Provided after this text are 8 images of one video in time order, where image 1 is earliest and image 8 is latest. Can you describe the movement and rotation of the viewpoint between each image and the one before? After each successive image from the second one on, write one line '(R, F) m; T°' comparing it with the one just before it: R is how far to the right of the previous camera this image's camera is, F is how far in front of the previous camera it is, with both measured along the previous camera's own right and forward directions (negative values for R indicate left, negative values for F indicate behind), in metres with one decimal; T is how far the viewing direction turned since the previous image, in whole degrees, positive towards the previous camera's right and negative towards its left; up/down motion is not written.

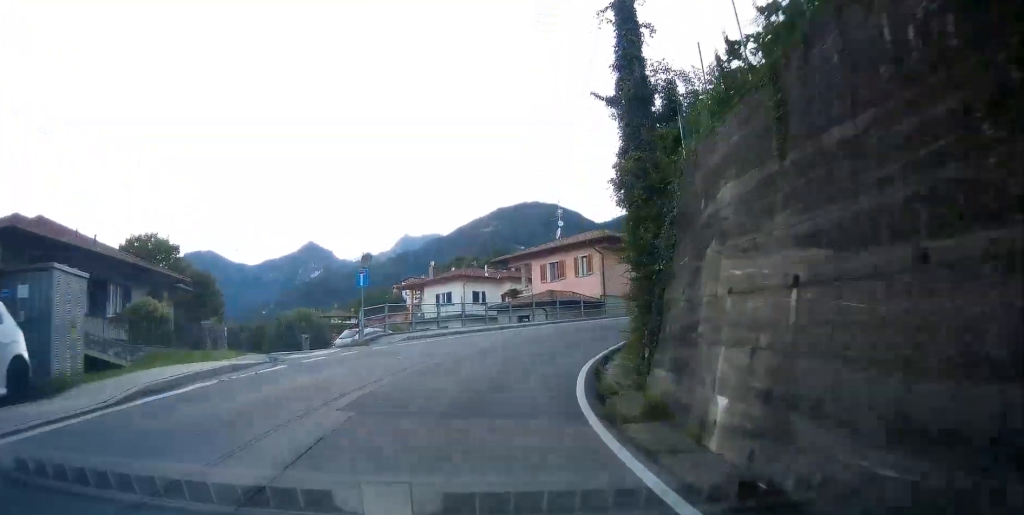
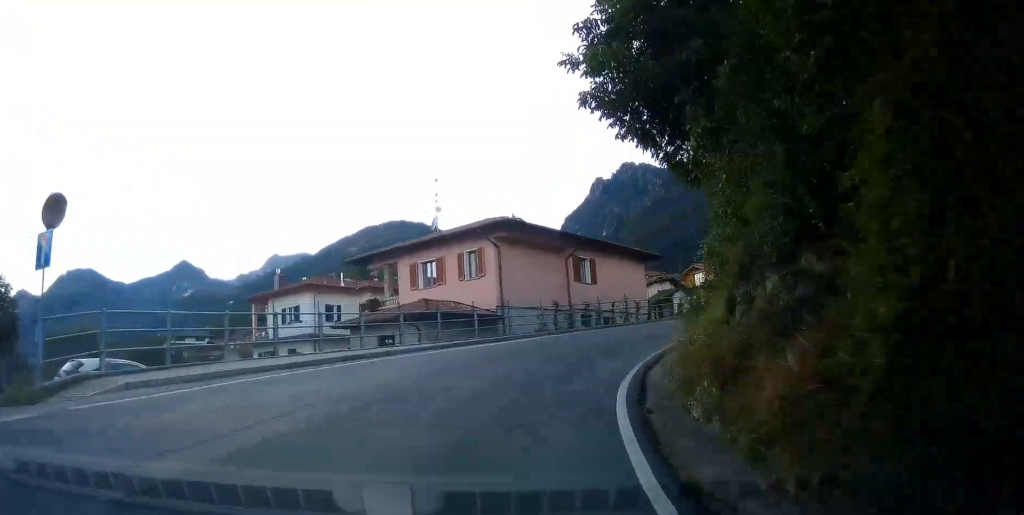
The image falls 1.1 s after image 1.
(+0.7, +13.6) m; +6°
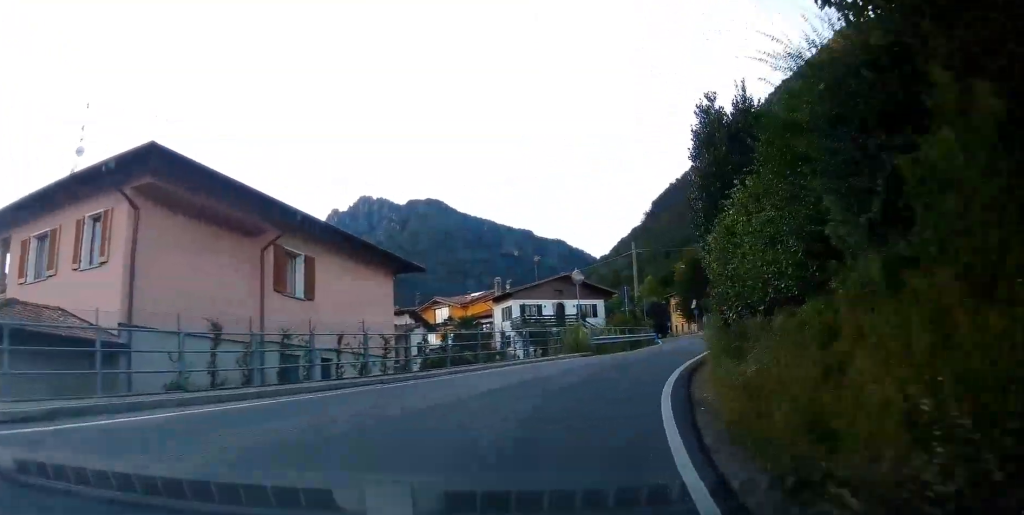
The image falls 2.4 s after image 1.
(+1.4, +15.3) m; +19°
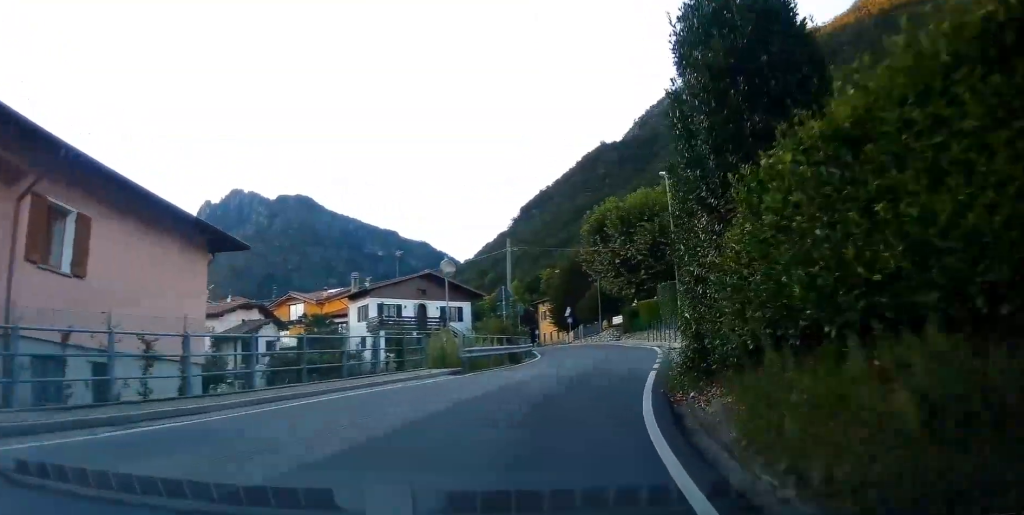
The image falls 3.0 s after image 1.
(+0.7, +6.2) m; +12°
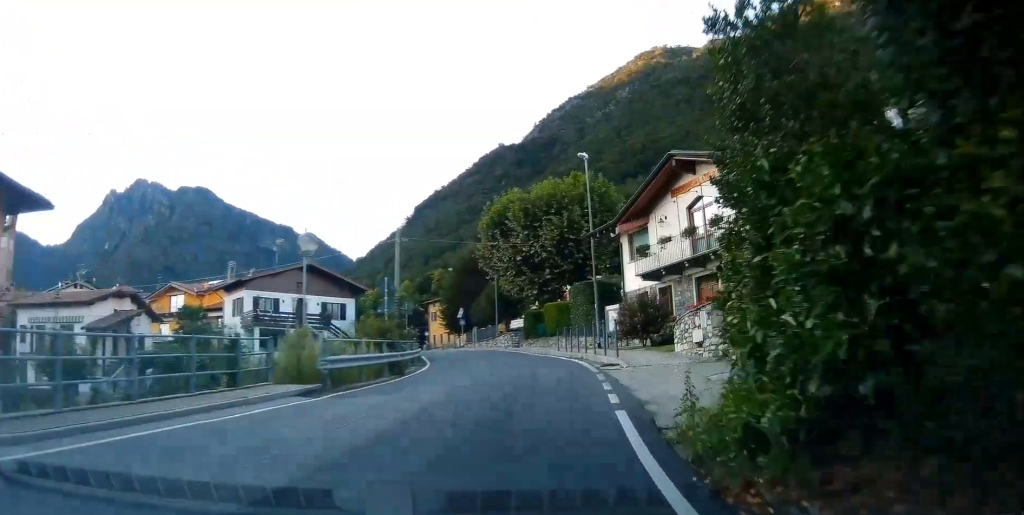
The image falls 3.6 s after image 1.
(+0.7, +5.6) m; +10°
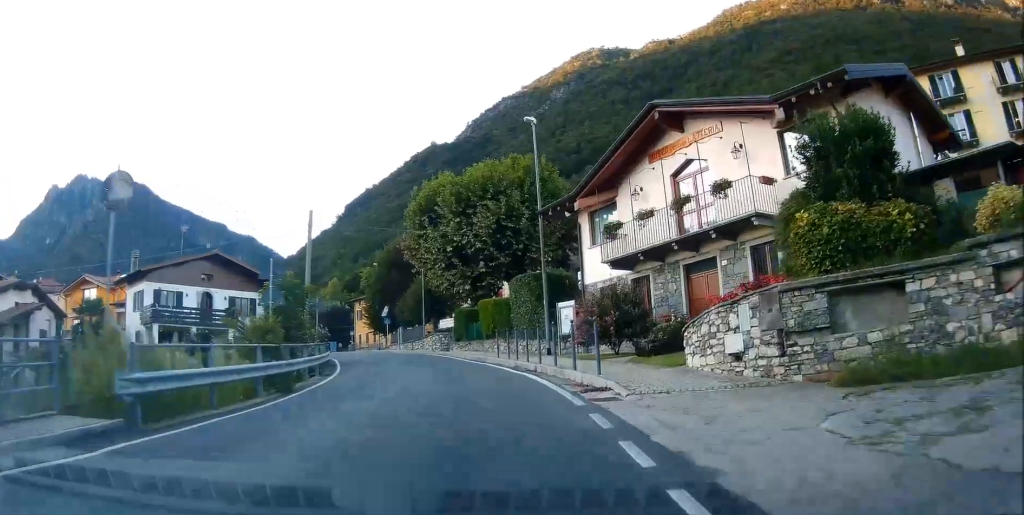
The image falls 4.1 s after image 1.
(+0.6, +6.1) m; +5°
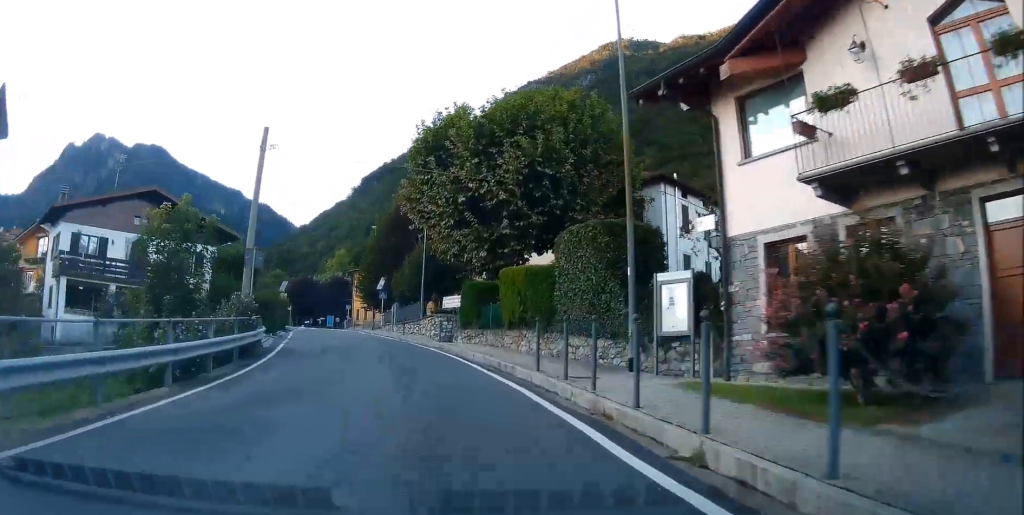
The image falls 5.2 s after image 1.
(+0.7, +12.0) m; +4°
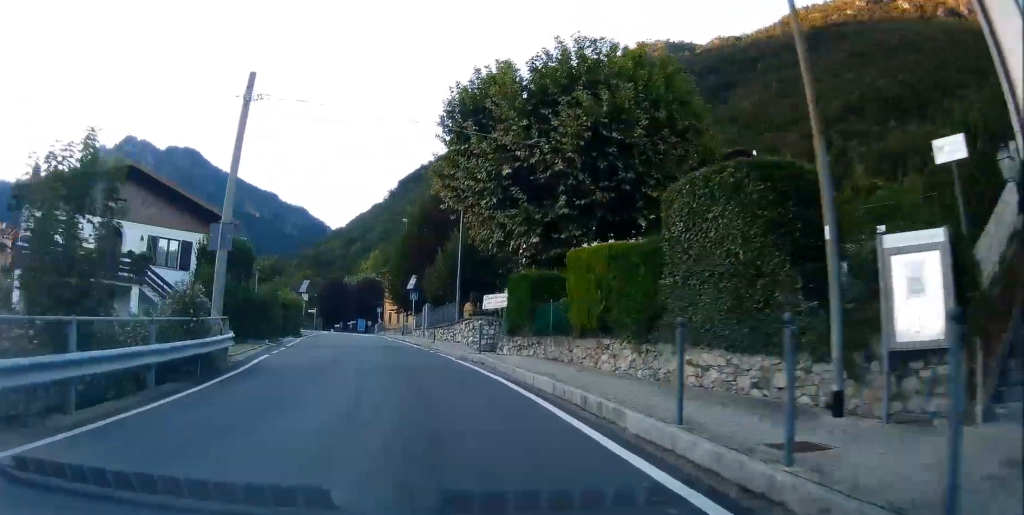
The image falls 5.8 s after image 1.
(+0.1, +6.7) m; 0°
